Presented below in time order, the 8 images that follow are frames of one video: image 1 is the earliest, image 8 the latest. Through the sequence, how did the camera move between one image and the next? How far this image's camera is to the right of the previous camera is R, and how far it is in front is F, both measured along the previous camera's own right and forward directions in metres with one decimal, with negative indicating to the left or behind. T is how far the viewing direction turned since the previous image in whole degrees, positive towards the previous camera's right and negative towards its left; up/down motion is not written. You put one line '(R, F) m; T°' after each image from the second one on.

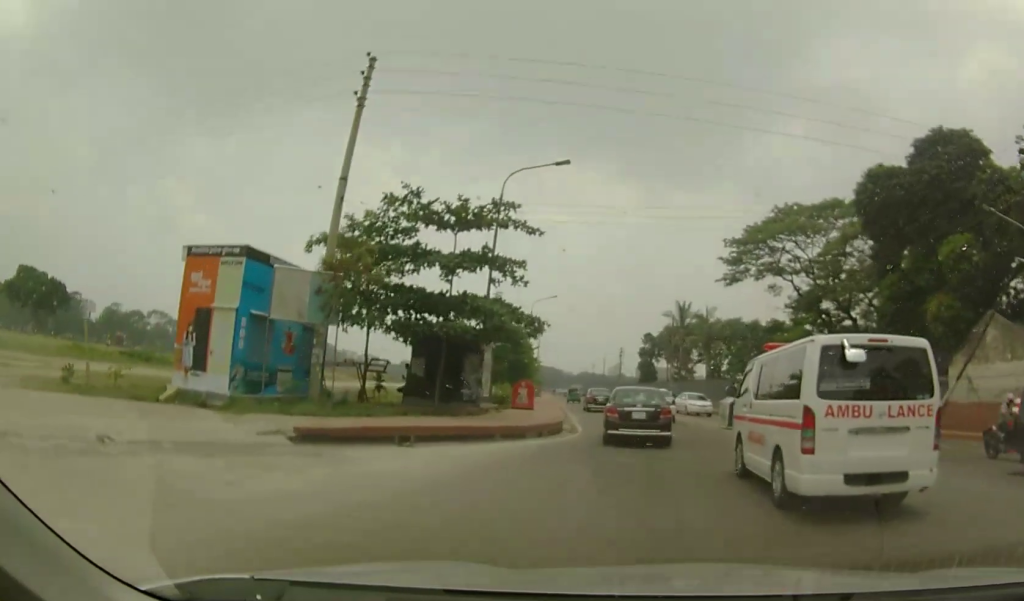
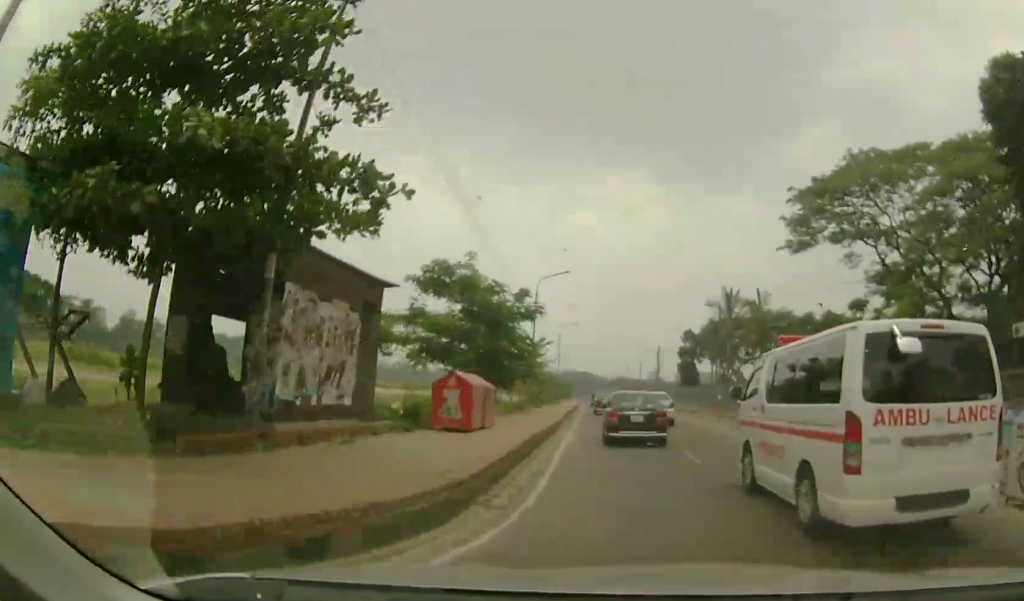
(-0.5, +13.4) m; -5°
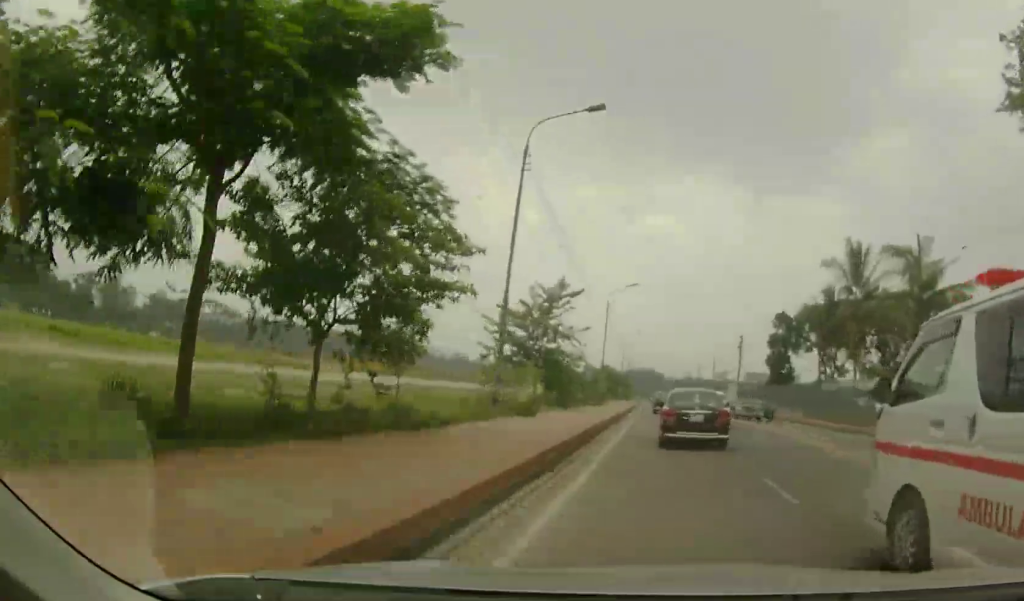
(-1.0, +21.2) m; -3°
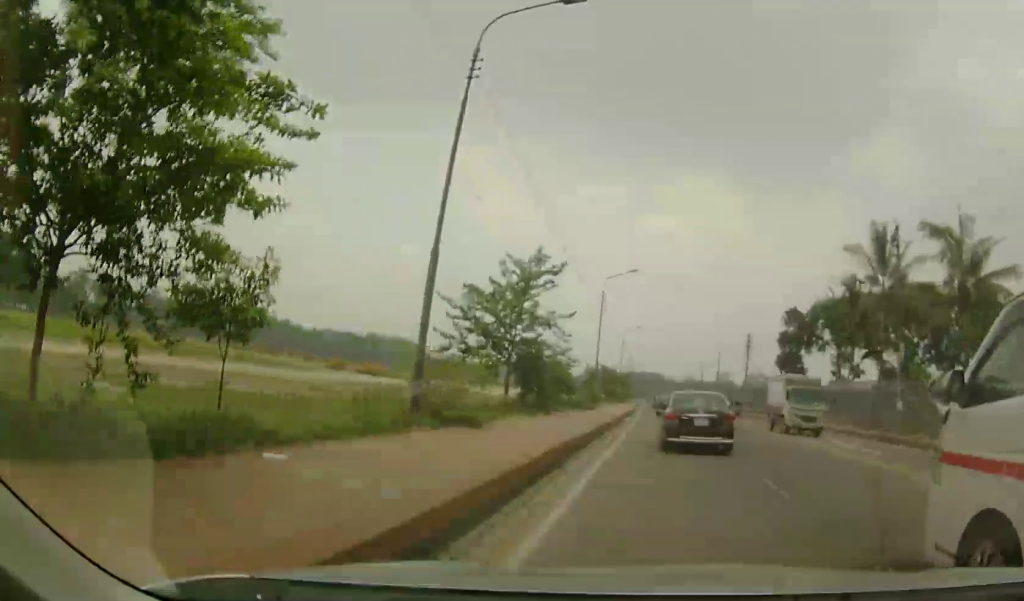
(0.0, +5.3) m; 0°
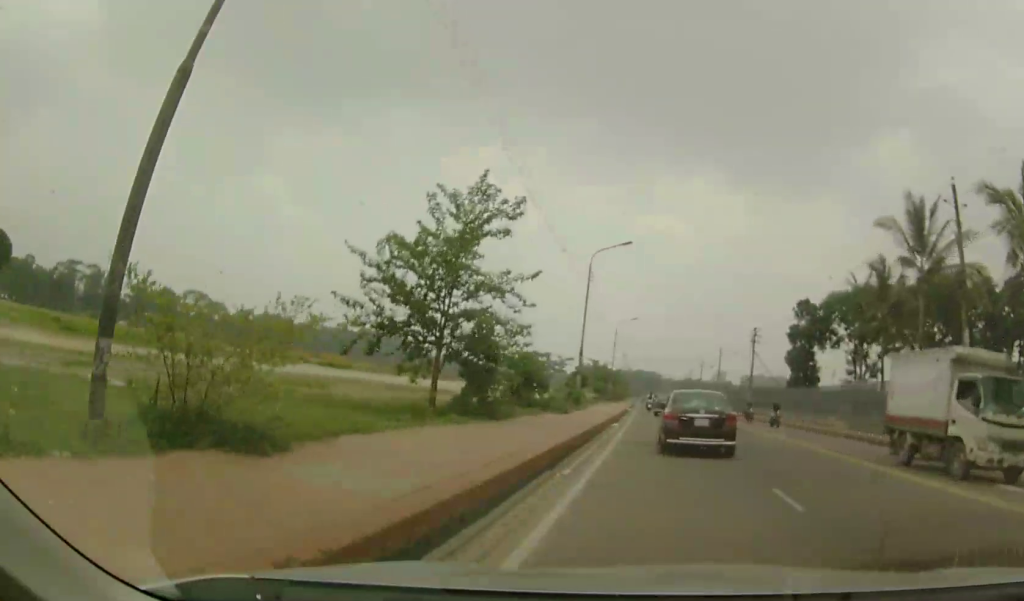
(0.0, +6.8) m; 0°
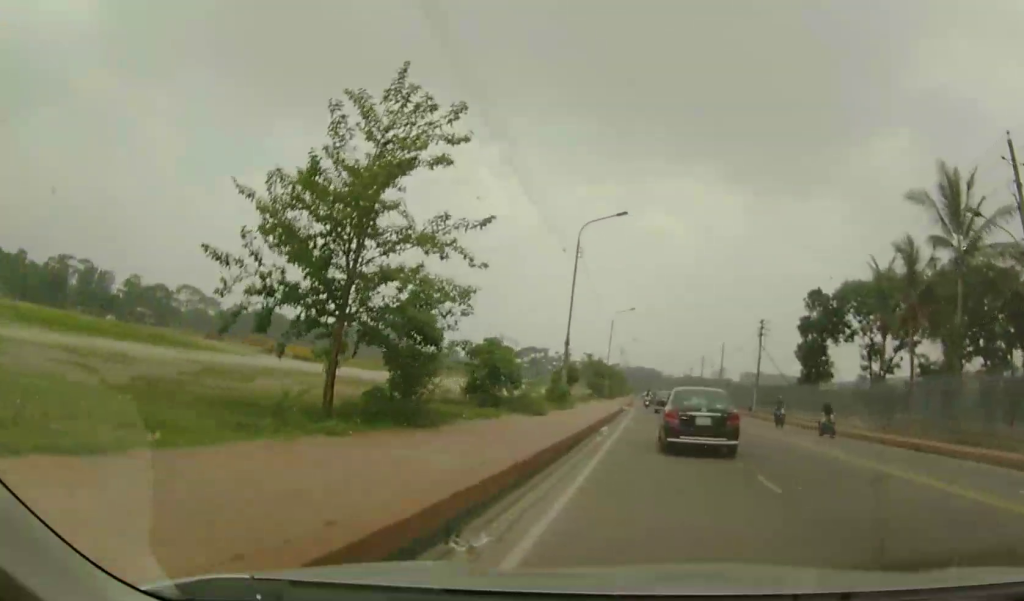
(0.0, +4.8) m; 0°
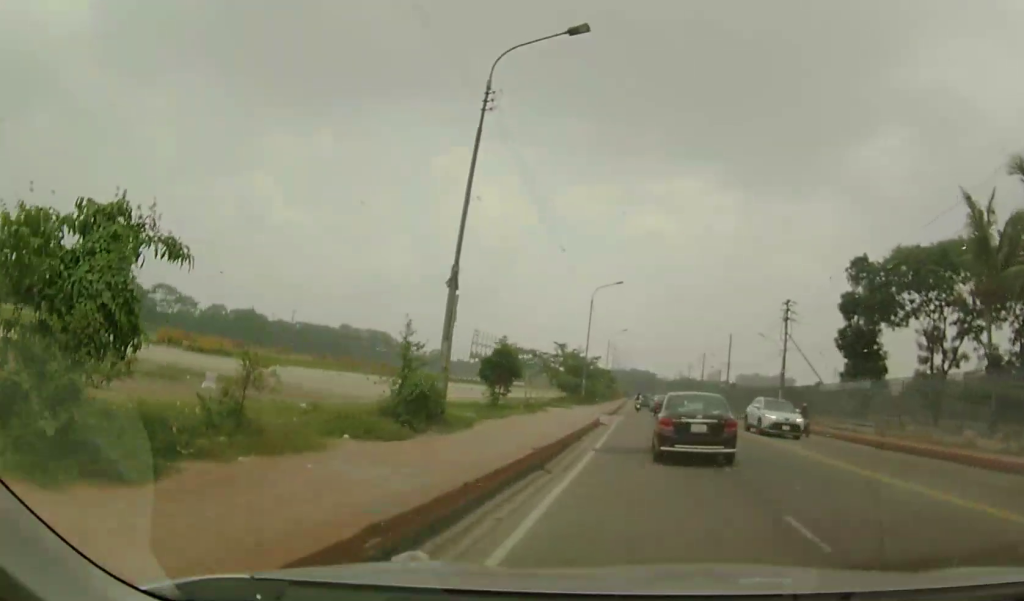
(+0.1, +15.2) m; 0°
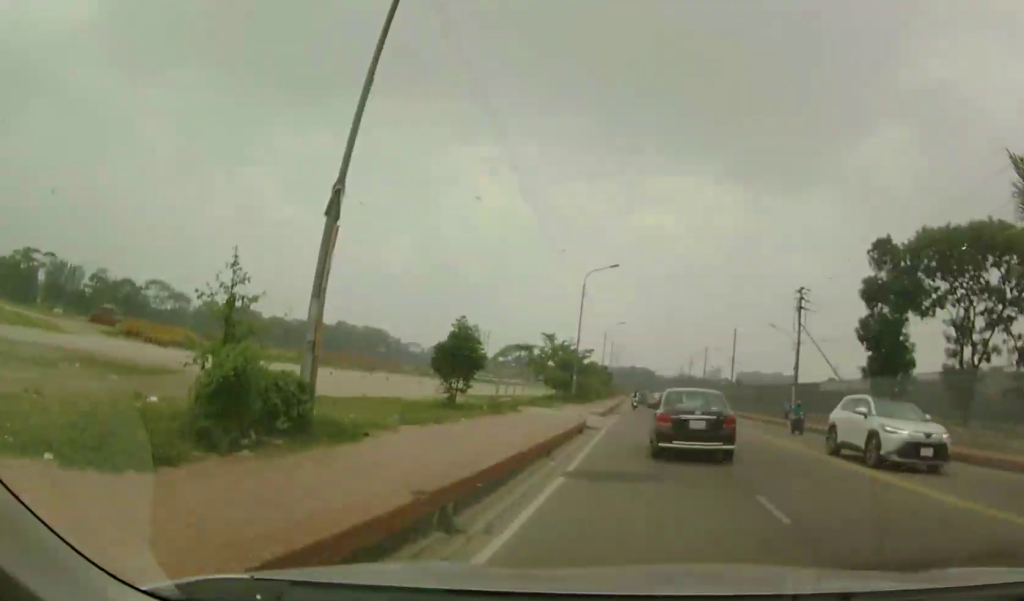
(0.0, +5.0) m; -1°
